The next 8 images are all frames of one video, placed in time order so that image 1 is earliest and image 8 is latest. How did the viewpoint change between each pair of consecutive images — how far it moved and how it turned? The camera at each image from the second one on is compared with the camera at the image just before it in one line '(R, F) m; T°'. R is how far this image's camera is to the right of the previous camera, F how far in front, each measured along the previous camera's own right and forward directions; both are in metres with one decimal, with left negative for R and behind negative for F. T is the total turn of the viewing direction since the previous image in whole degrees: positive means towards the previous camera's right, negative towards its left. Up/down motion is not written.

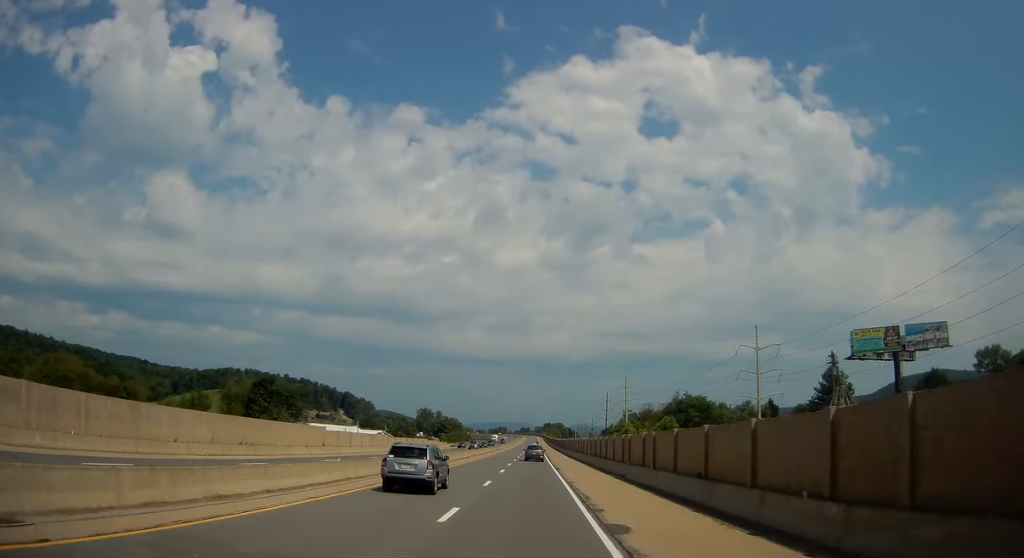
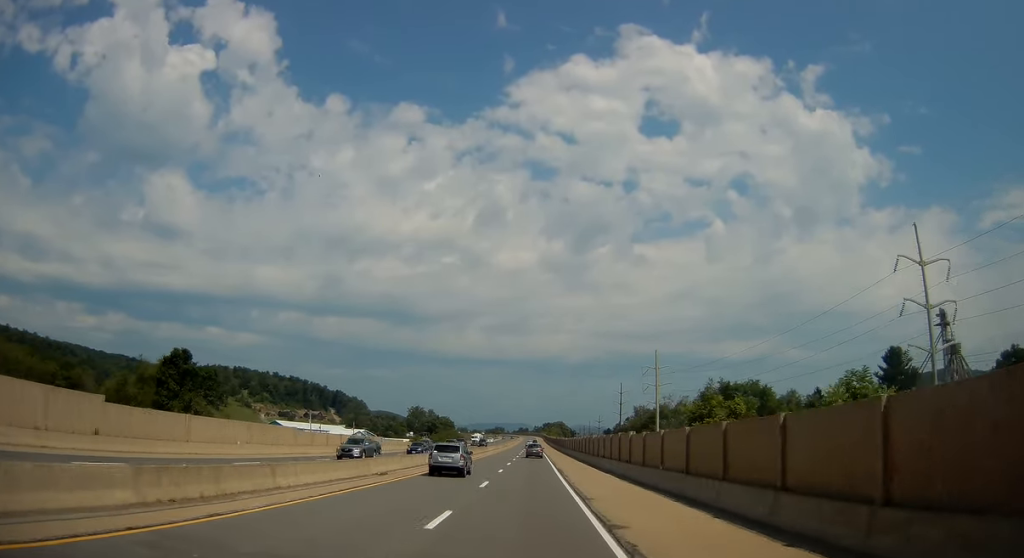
(-0.3, +37.6) m; 0°
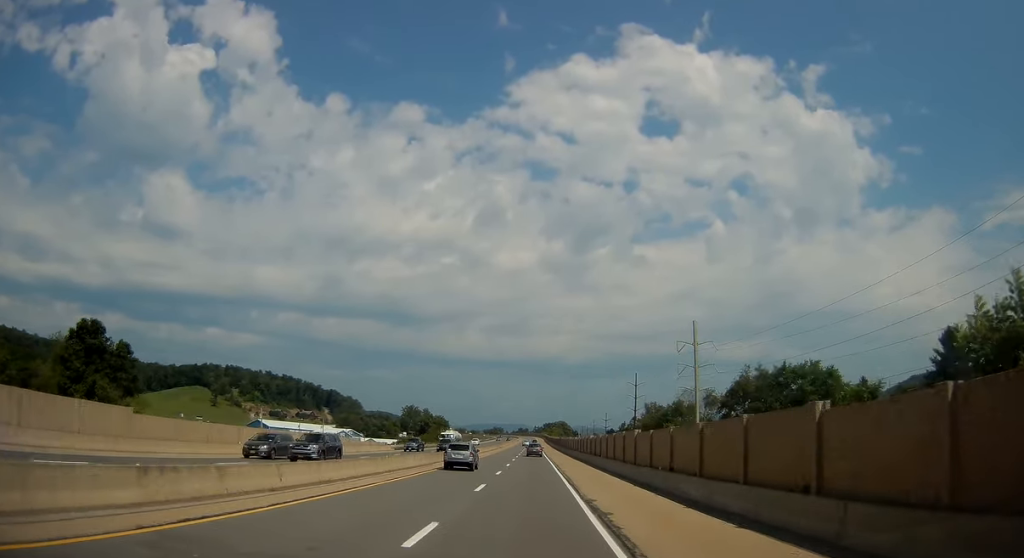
(+0.4, +26.5) m; 0°
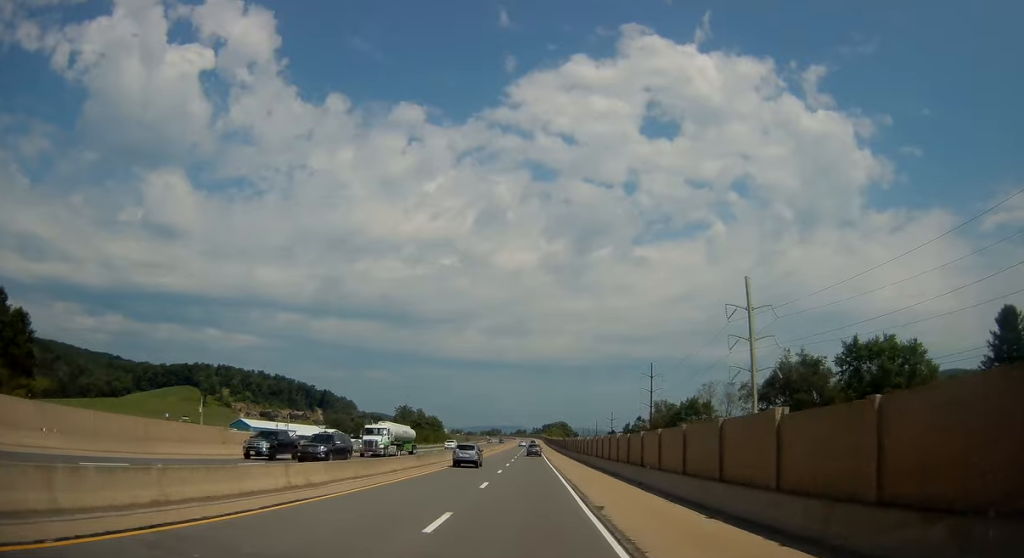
(-0.3, +22.3) m; -1°
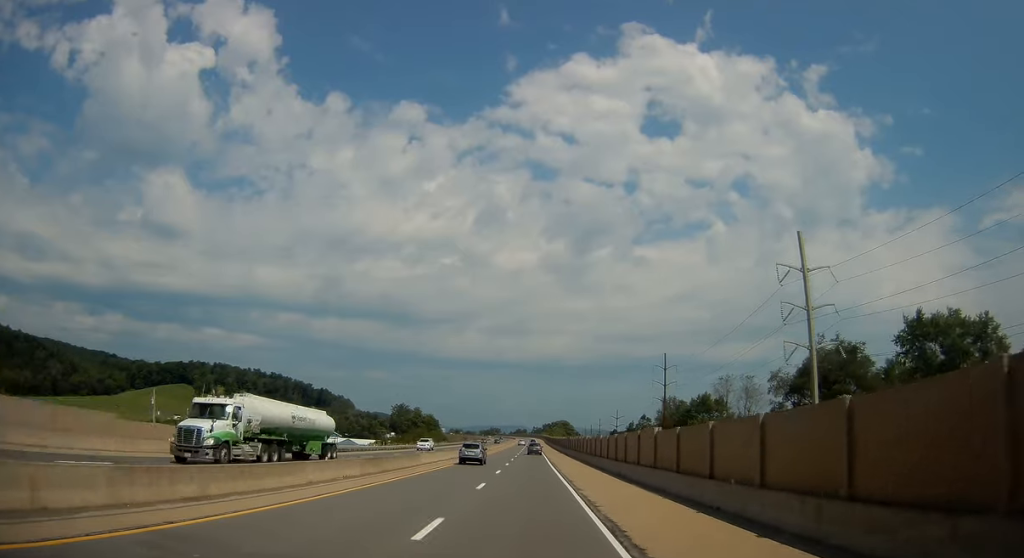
(-0.1, +13.6) m; 0°
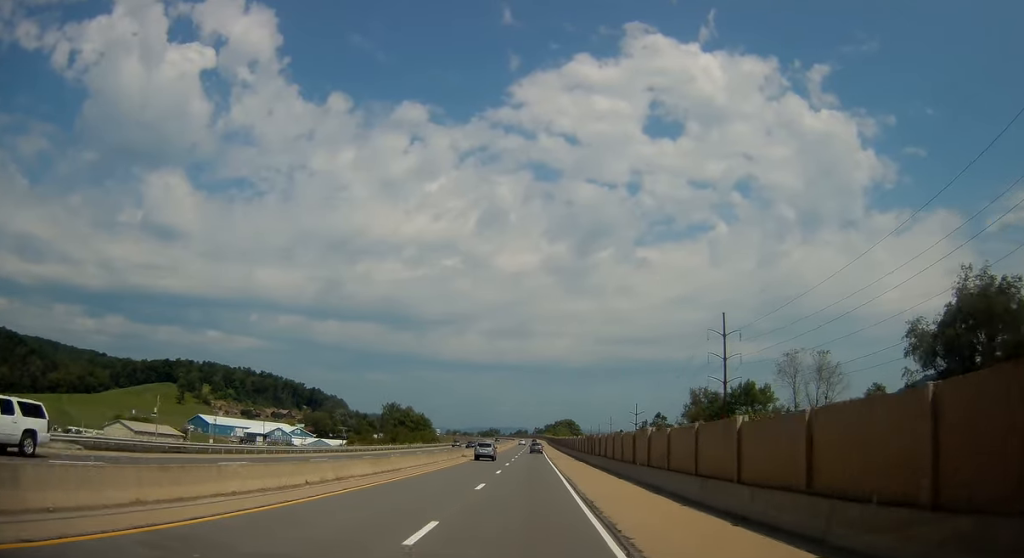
(+0.4, +37.1) m; +1°
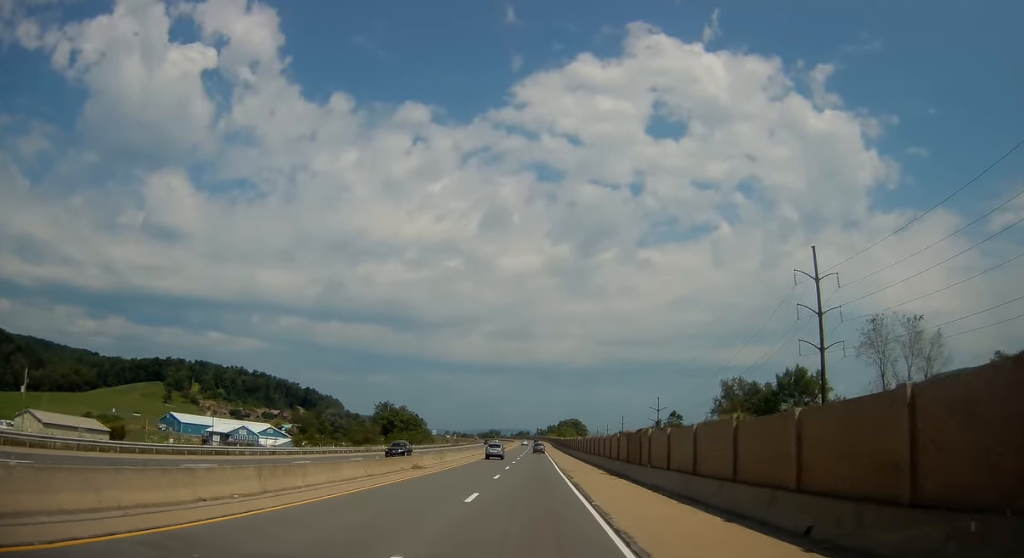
(-0.1, +28.6) m; -1°
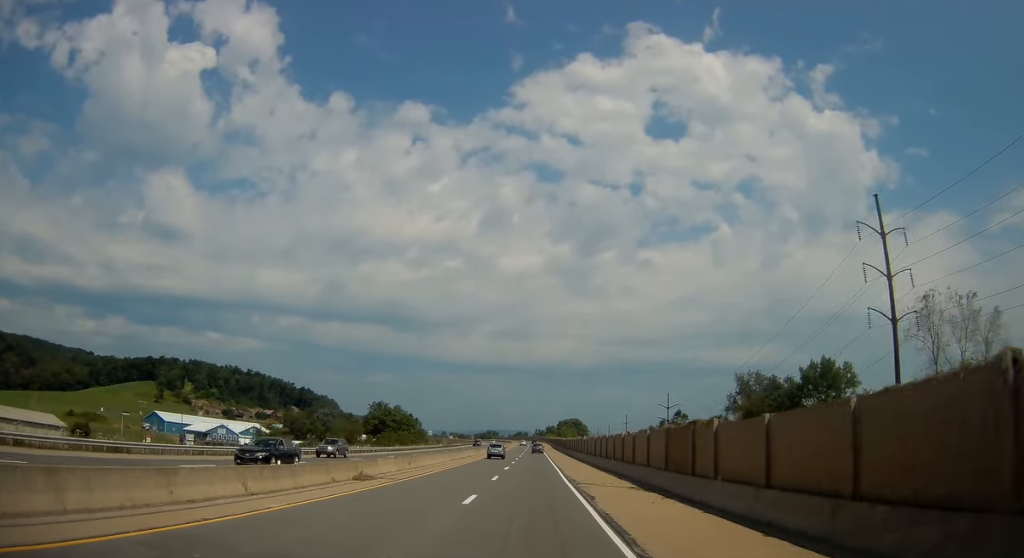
(-0.1, +12.6) m; 0°
